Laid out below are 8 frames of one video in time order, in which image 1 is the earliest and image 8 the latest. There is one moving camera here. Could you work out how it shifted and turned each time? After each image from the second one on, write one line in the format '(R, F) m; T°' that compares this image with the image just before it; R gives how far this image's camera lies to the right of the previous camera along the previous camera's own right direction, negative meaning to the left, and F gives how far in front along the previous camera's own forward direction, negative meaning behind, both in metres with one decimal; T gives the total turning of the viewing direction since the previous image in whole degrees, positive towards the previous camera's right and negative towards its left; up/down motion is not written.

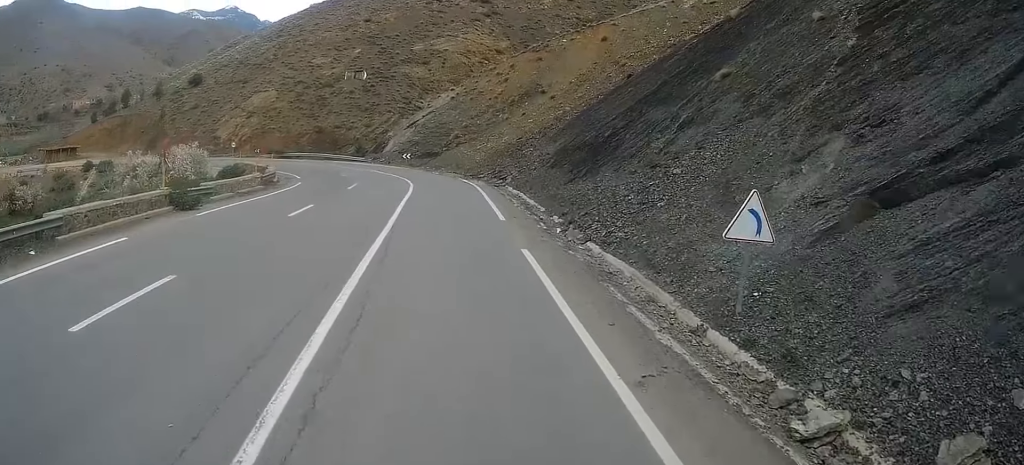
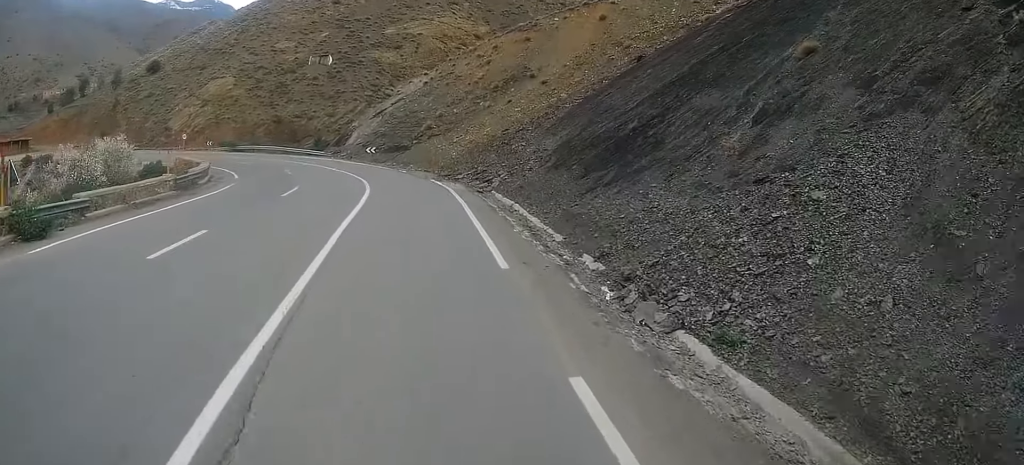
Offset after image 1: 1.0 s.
(+0.1, +8.1) m; 0°
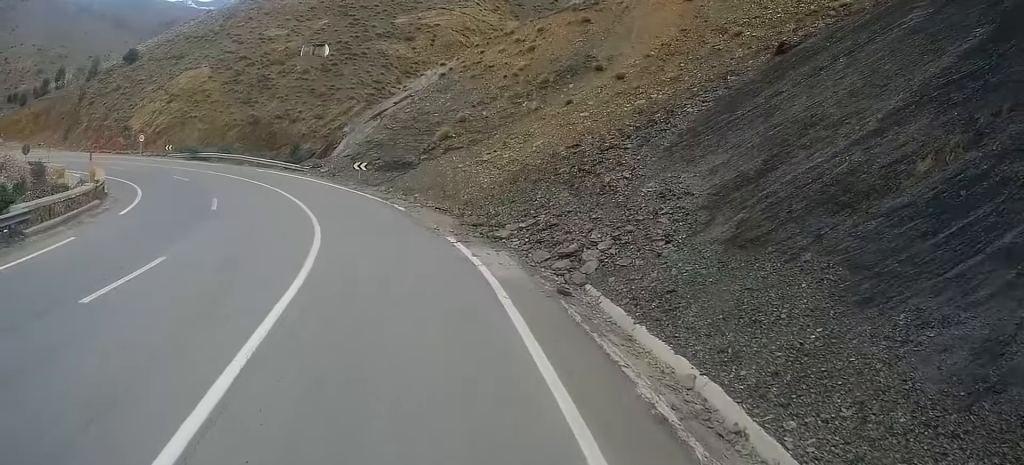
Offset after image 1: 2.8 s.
(-0.5, +15.9) m; -8°
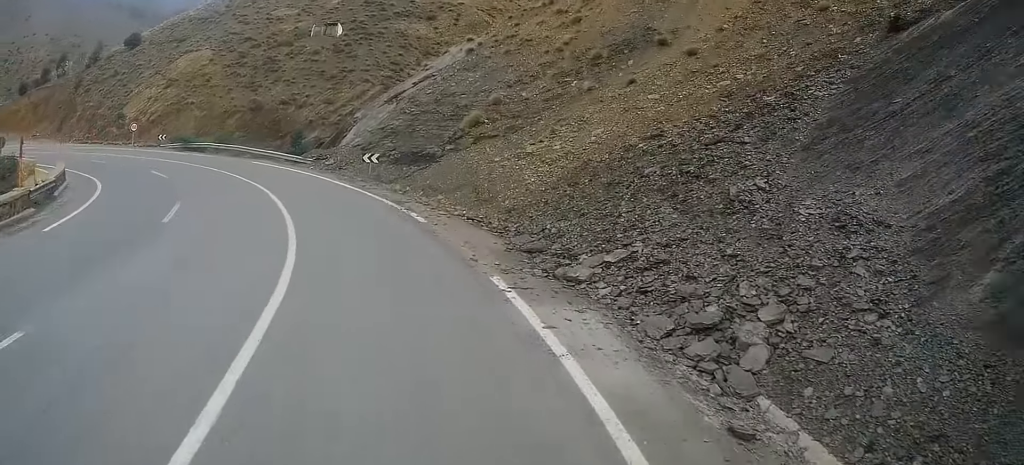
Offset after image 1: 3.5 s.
(-0.3, +6.4) m; -7°
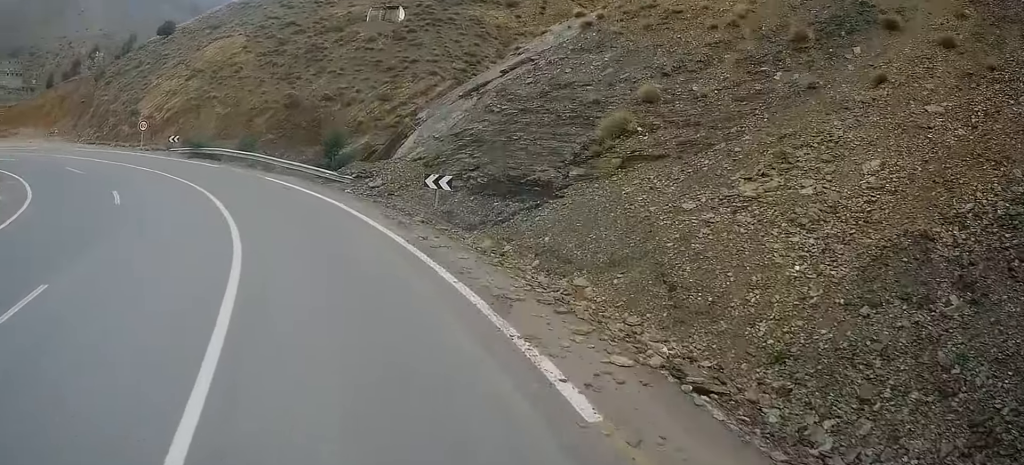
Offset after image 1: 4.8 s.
(-0.8, +11.4) m; -4°
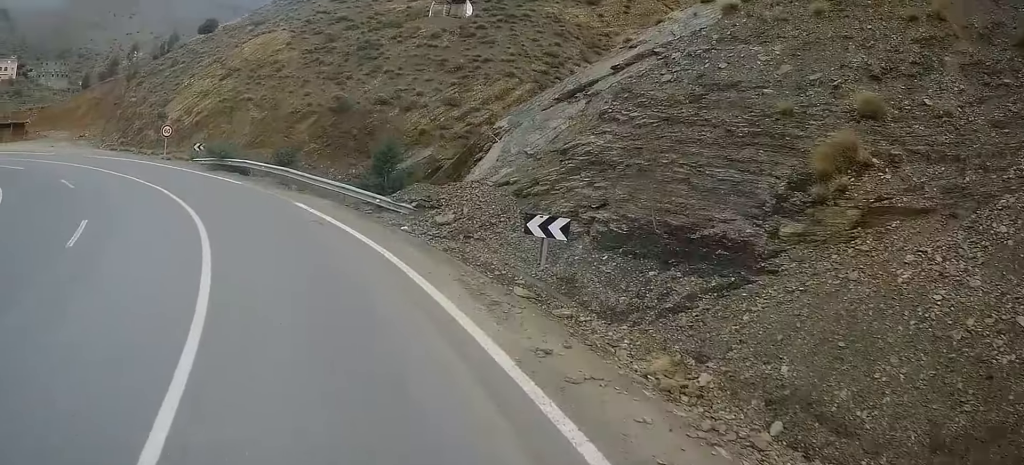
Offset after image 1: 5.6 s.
(+0.4, +6.9) m; -5°
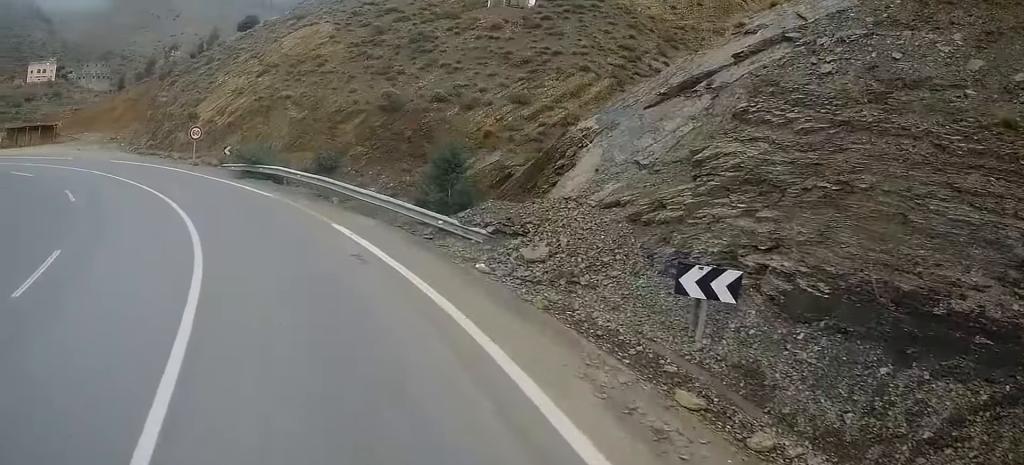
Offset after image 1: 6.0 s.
(-0.5, +4.4) m; -6°
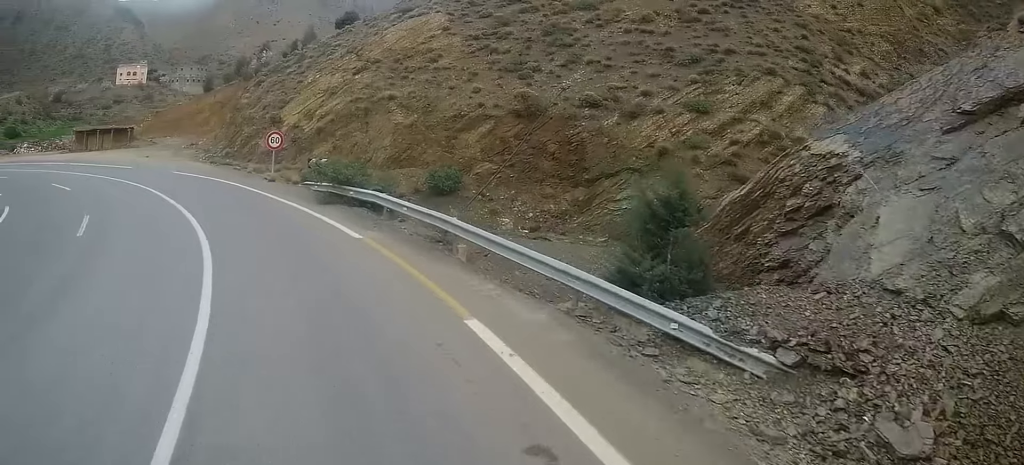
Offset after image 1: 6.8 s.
(-0.7, +7.5) m; -9°
